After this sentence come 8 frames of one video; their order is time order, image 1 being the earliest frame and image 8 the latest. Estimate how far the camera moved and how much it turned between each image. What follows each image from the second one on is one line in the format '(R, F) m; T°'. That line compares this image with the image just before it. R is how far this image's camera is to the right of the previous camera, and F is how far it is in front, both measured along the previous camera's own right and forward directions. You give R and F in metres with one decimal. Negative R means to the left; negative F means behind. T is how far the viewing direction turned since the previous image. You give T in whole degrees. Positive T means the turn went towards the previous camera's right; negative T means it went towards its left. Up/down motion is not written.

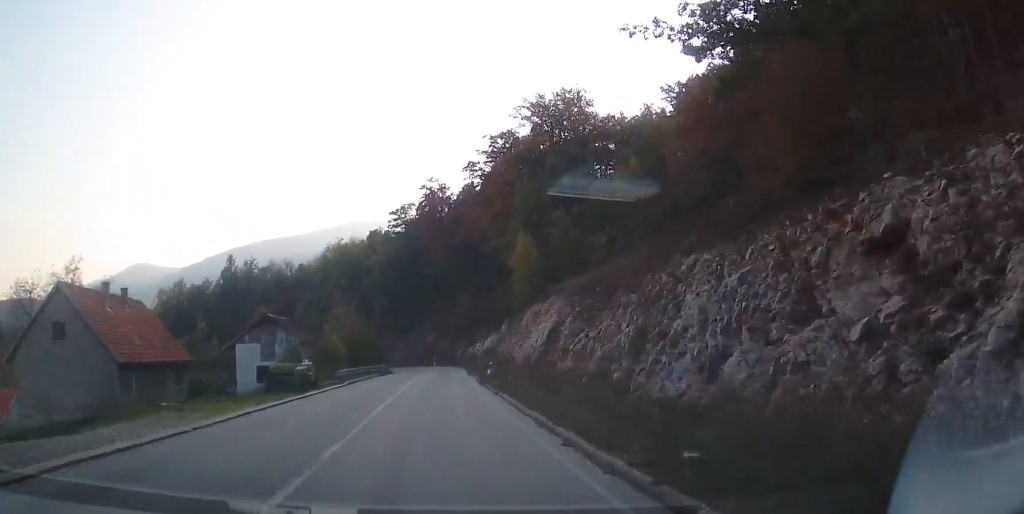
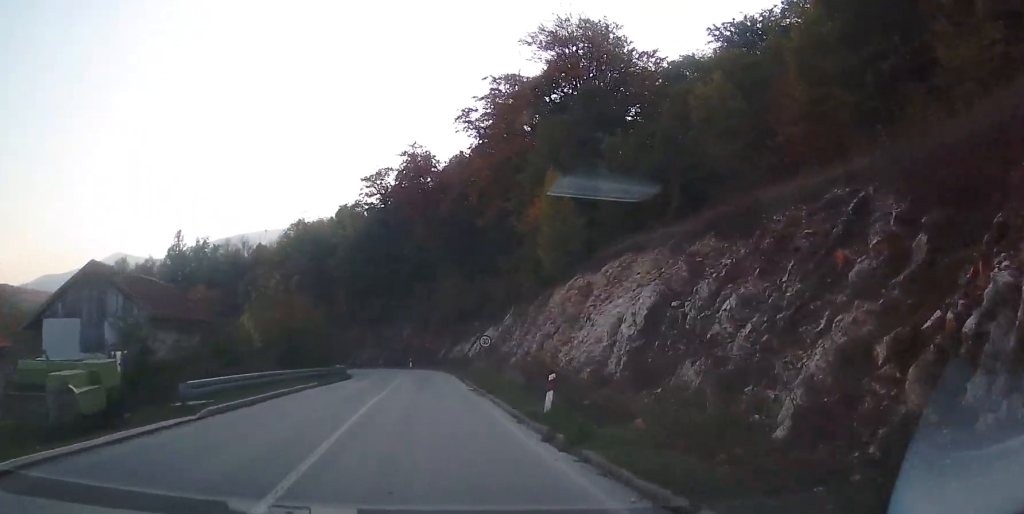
(+1.0, +18.2) m; +3°
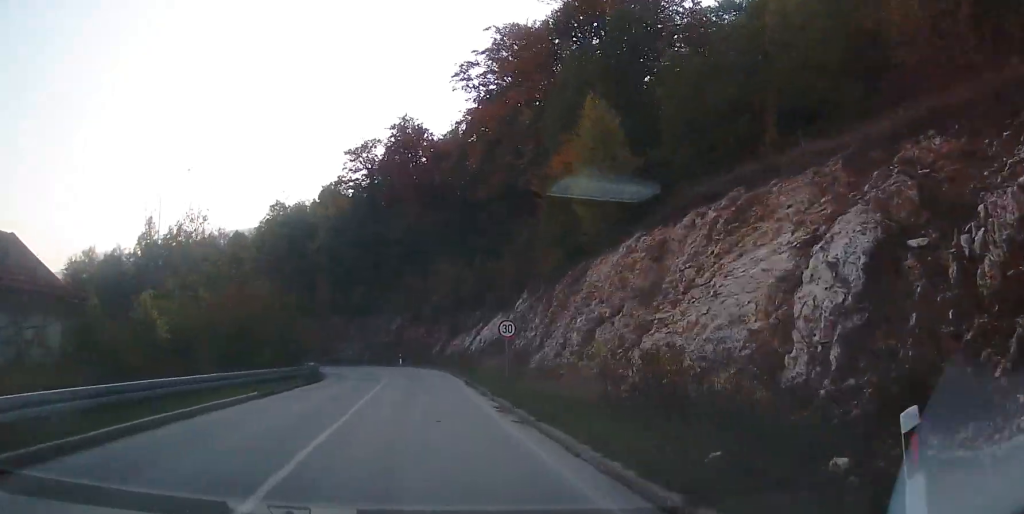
(-0.1, +9.5) m; 0°
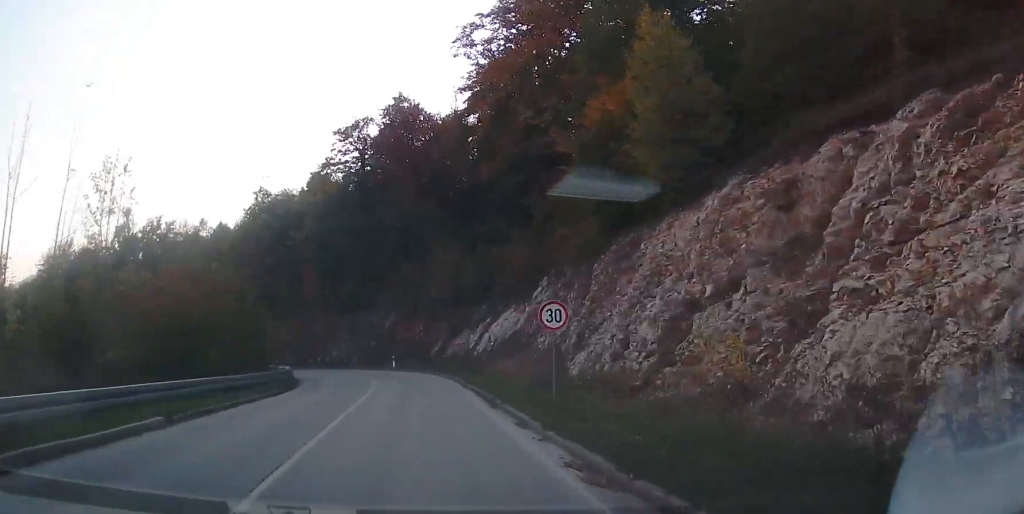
(0.0, +7.2) m; 0°
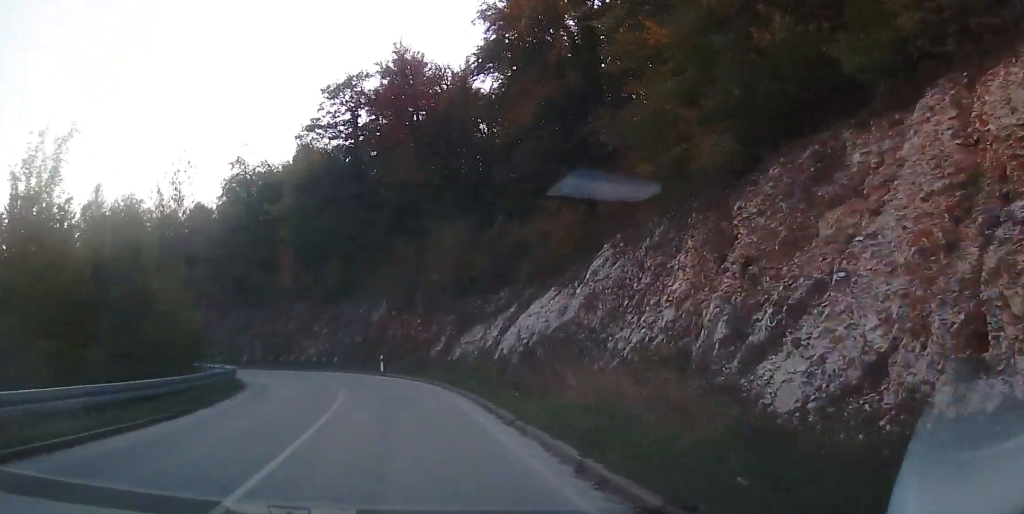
(0.0, +11.5) m; -1°
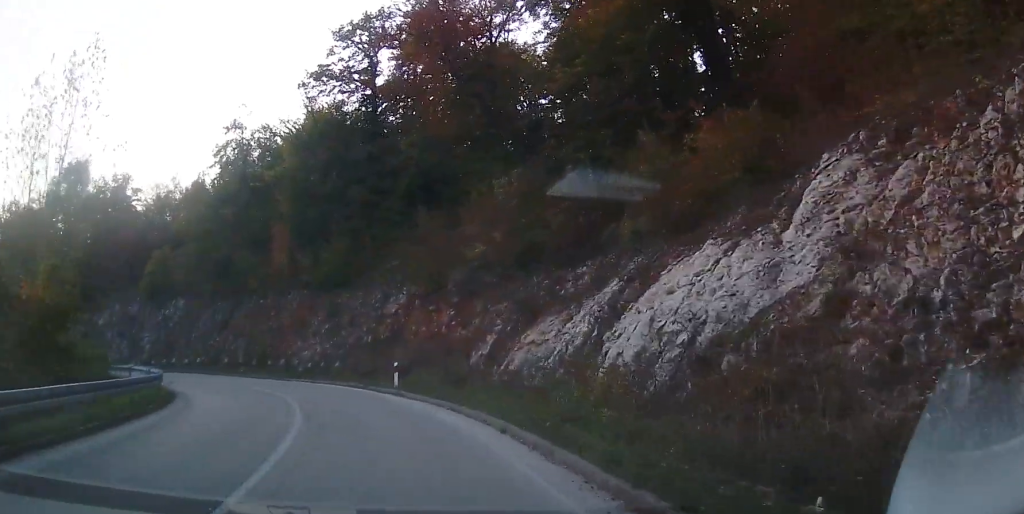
(-0.2, +12.9) m; -4°
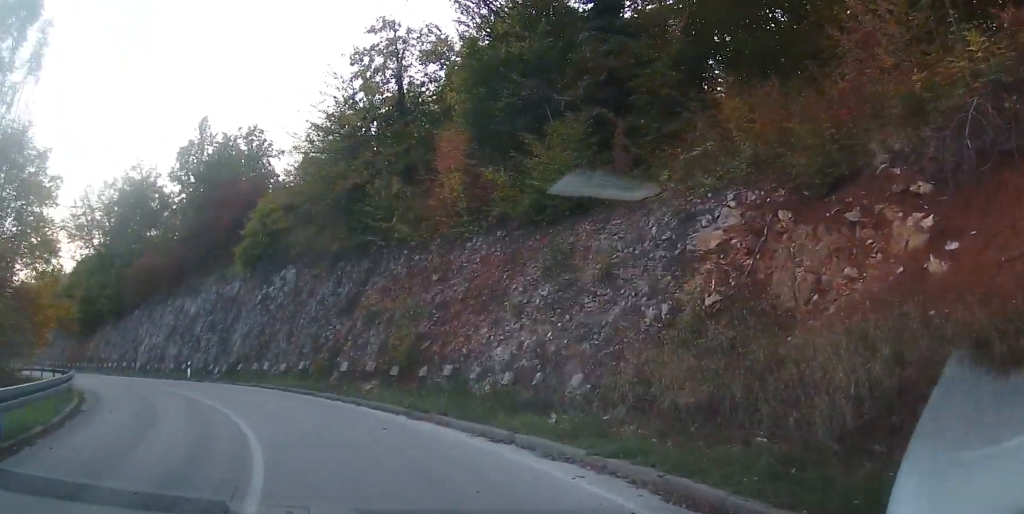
(-3.0, +20.1) m; -20°
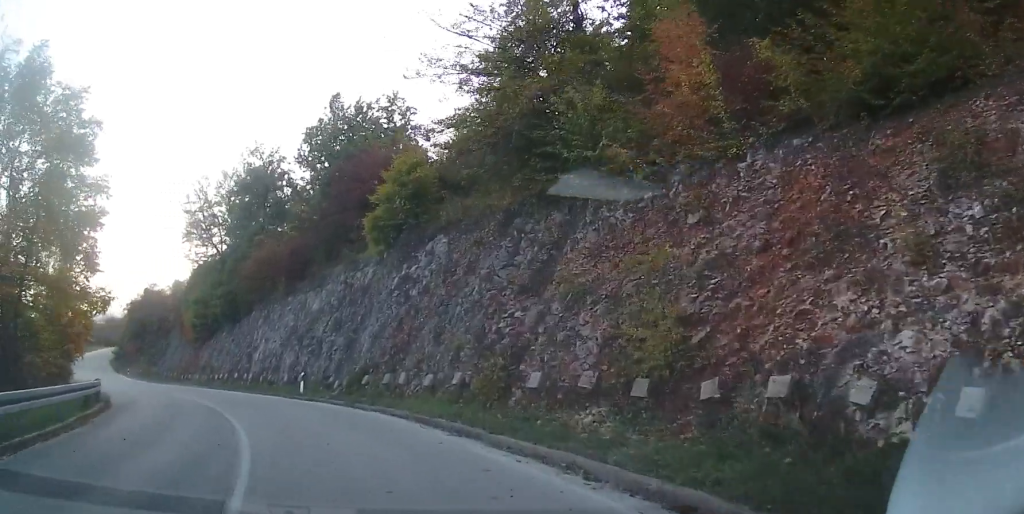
(-0.8, +9.3) m; -15°
